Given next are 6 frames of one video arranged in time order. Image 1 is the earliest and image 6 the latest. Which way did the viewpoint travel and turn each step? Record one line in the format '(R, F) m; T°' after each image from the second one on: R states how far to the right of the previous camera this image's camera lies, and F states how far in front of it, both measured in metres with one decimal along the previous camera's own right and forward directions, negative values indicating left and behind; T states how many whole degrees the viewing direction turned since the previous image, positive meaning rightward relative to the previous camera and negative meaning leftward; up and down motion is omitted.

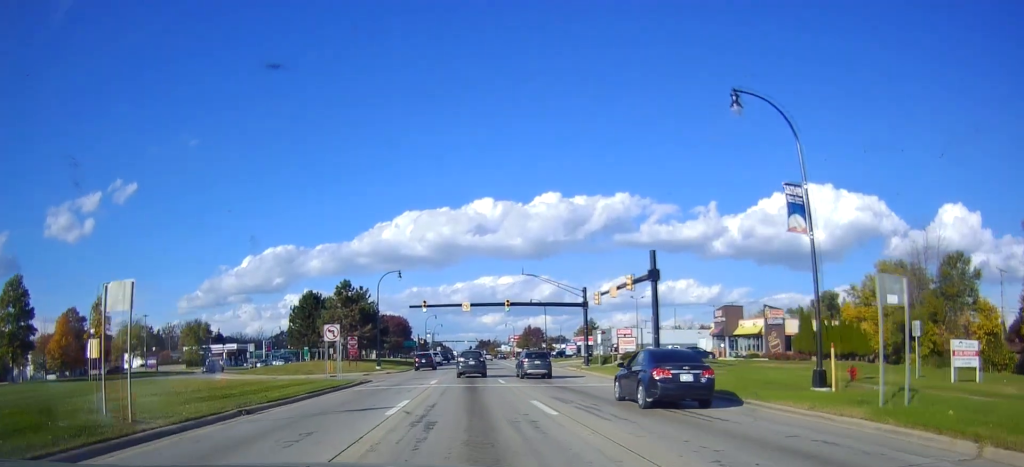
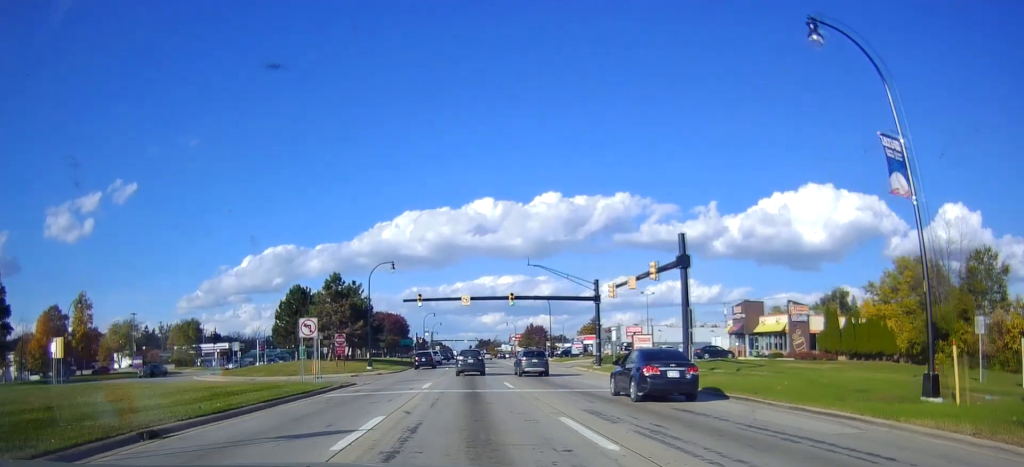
(0.0, +4.7) m; 0°
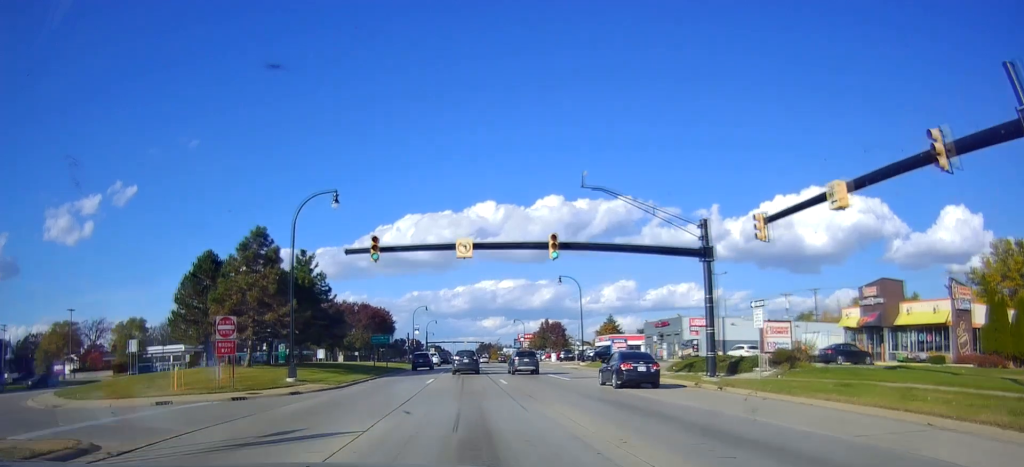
(-0.6, +22.2) m; -1°
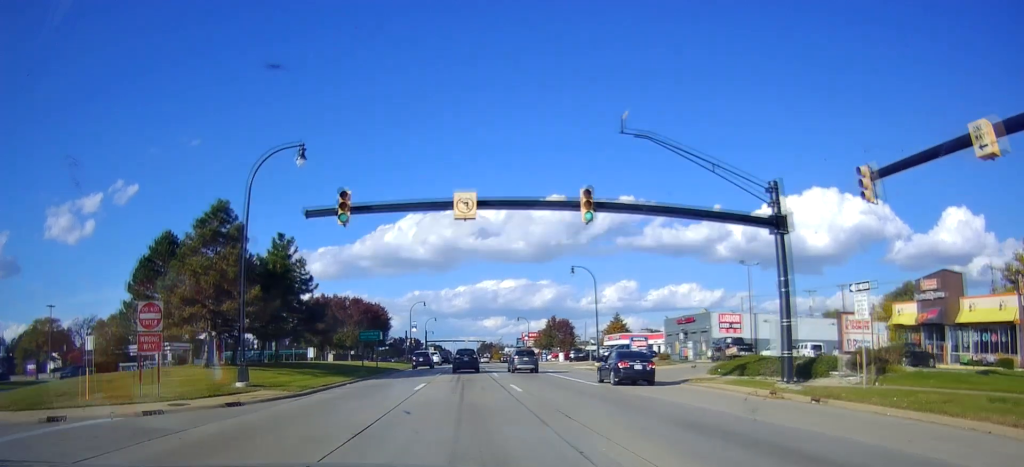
(+0.2, +6.5) m; +1°
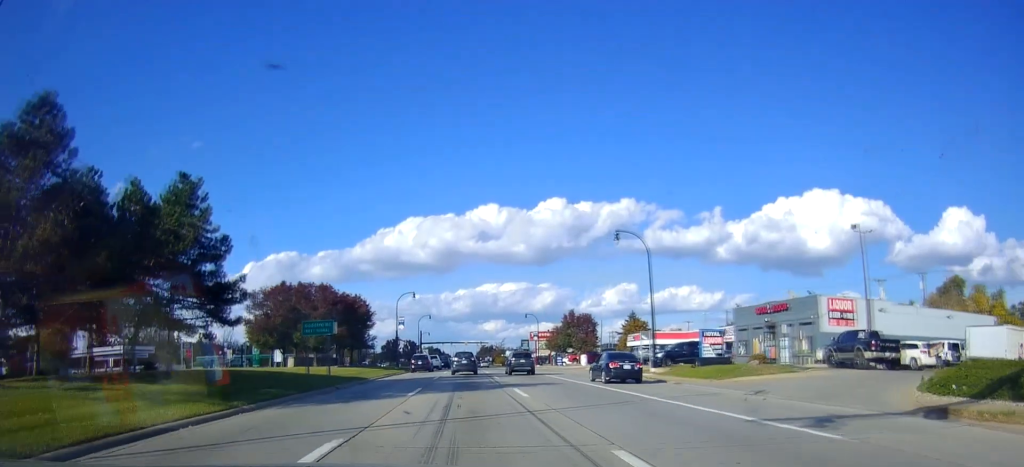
(+0.2, +16.4) m; +1°
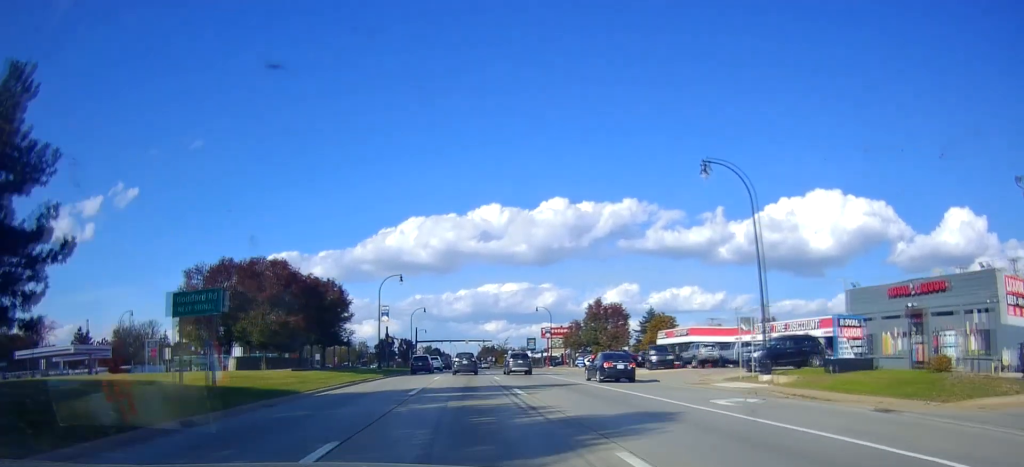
(0.0, +15.2) m; 0°
